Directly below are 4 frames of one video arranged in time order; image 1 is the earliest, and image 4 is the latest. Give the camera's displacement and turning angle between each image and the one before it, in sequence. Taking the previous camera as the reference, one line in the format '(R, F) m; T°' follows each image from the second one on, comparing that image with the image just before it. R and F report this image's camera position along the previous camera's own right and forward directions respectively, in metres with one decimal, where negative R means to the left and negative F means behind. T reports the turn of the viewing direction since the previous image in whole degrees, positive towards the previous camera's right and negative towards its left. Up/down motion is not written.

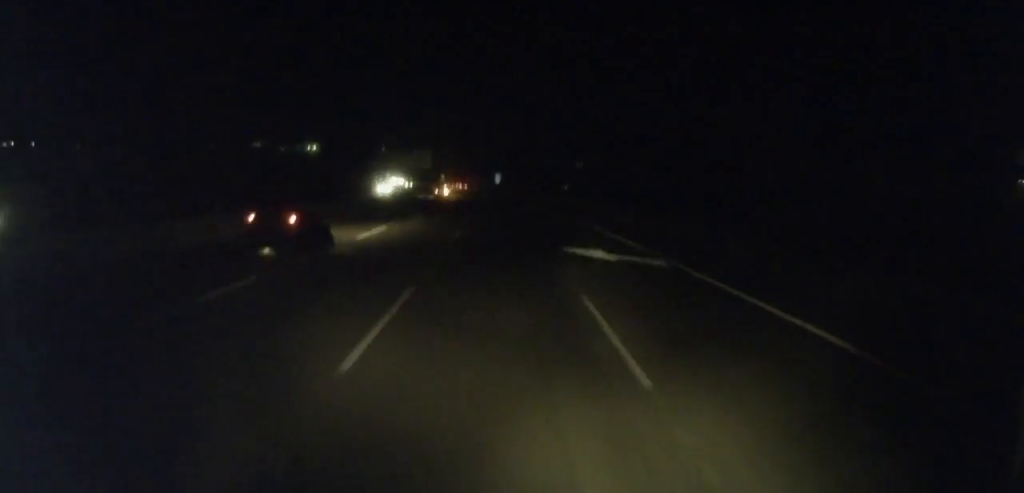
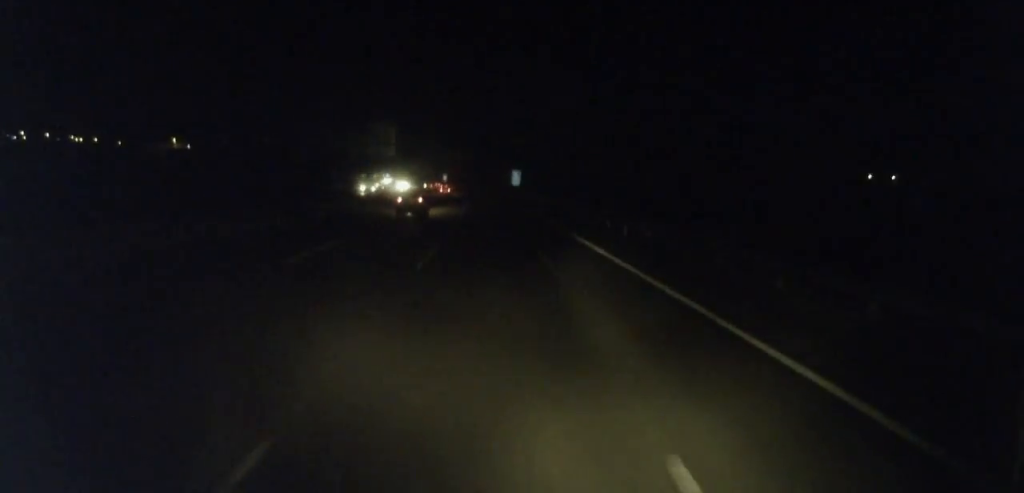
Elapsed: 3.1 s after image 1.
(+0.2, +75.2) m; -1°
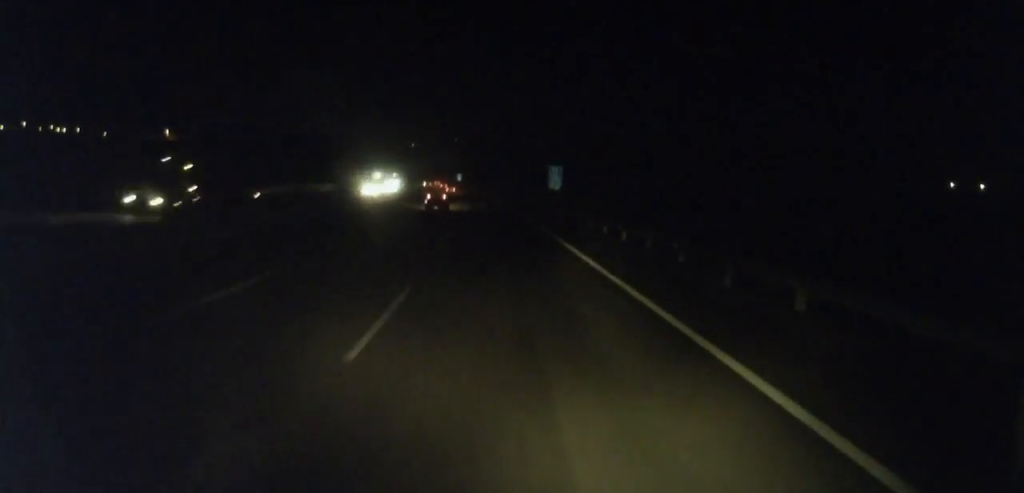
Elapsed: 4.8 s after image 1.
(-0.7, +42.3) m; -2°
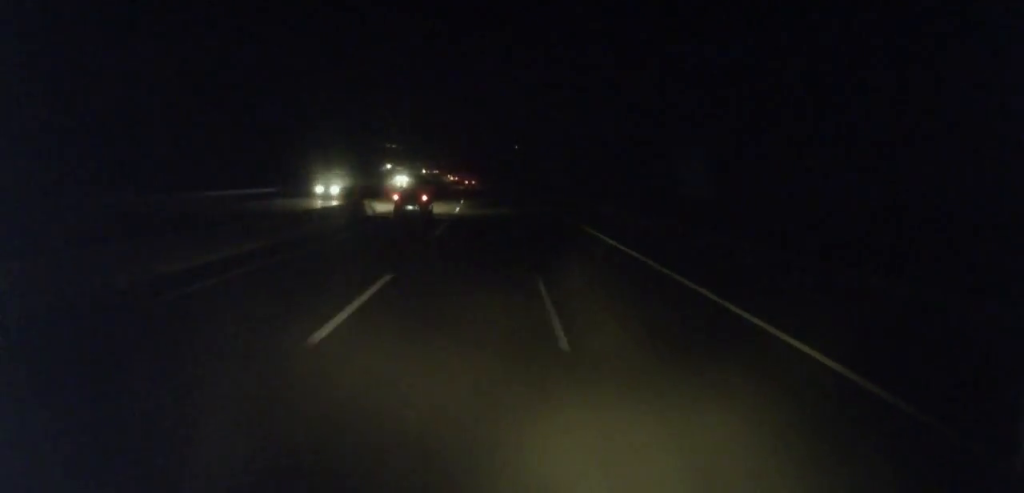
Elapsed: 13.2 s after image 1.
(-16.2, +202.0) m; -9°
